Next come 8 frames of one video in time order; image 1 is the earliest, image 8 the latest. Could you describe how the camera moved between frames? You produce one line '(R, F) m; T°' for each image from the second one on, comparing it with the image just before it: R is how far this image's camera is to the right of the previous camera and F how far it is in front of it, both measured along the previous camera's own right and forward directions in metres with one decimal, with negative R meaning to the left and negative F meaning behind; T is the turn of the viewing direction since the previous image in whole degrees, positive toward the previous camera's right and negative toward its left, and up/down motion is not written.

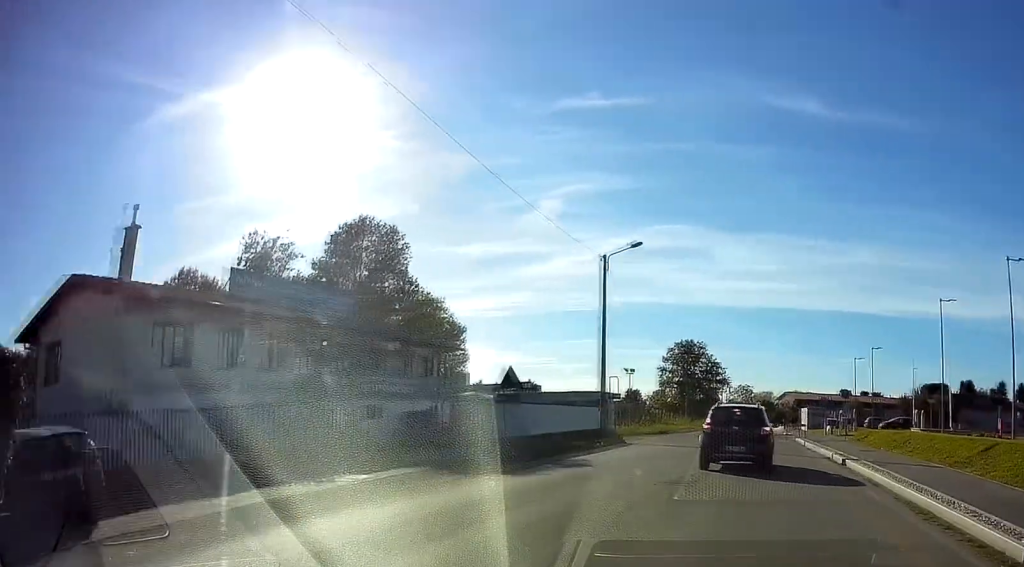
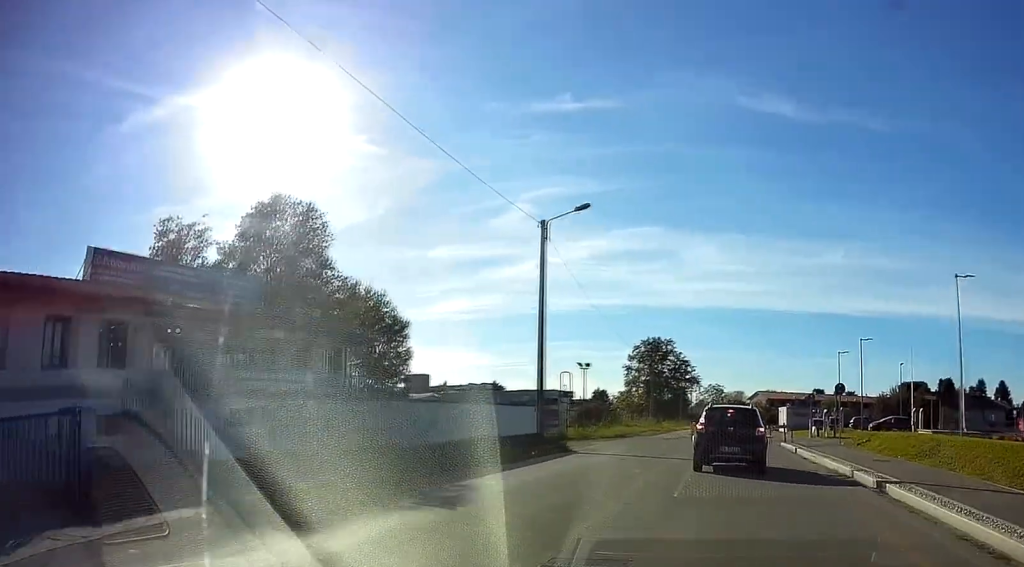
(+0.7, +7.8) m; +5°
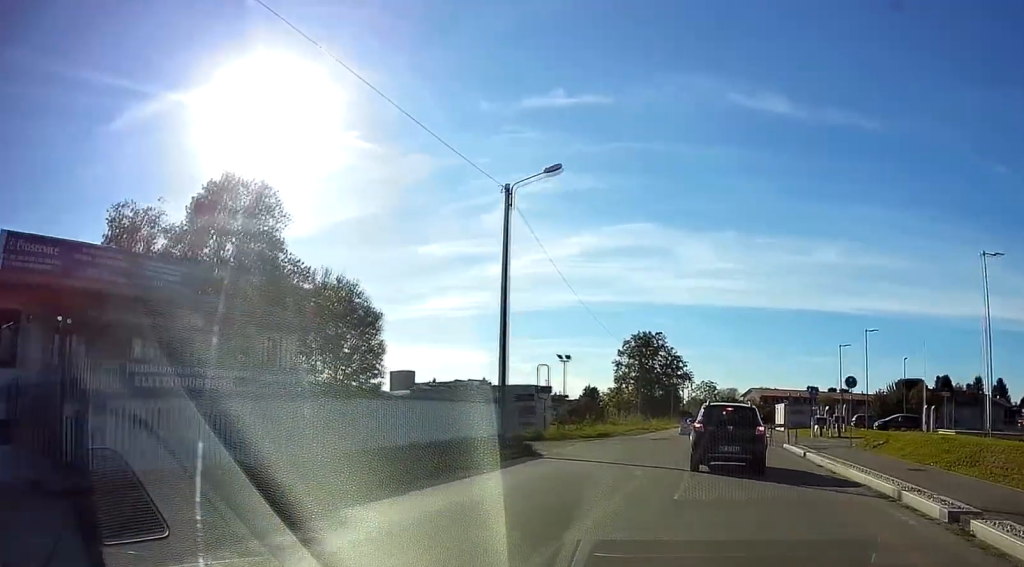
(0.0, +4.8) m; -1°
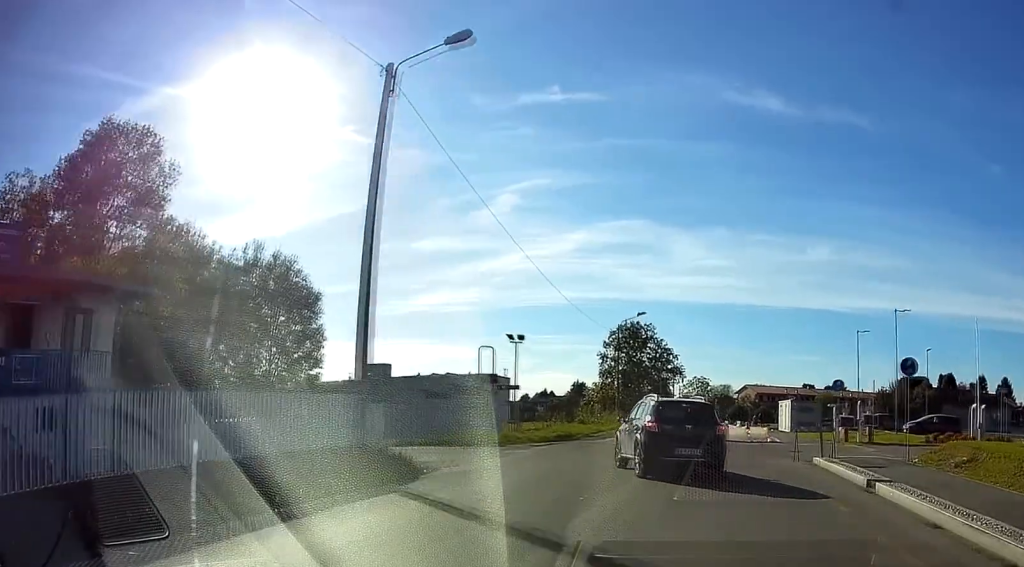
(-0.2, +10.4) m; -1°
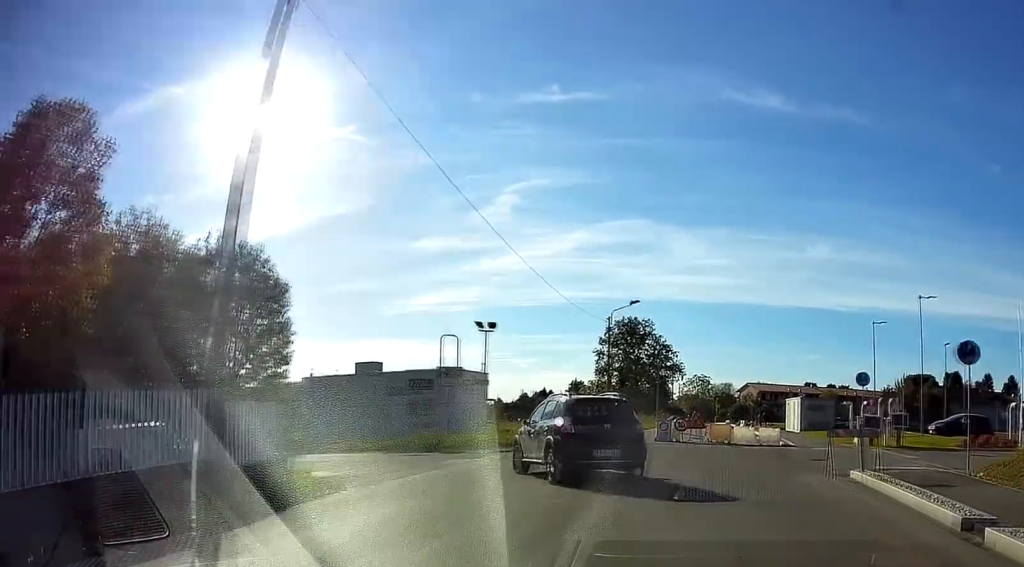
(-0.3, +5.2) m; 0°
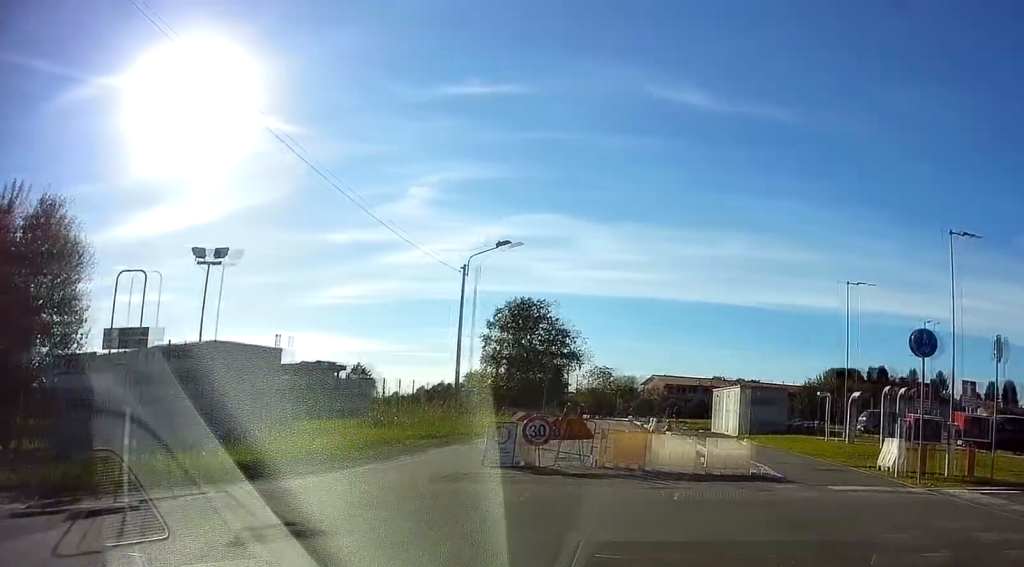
(+1.8, +14.7) m; +31°
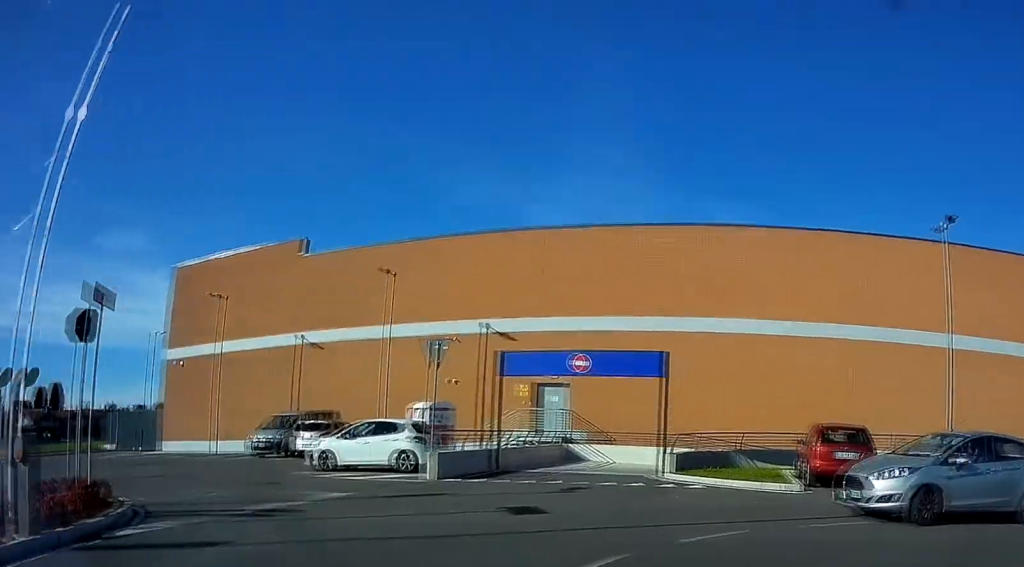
(+7.3, +8.6) m; +64°
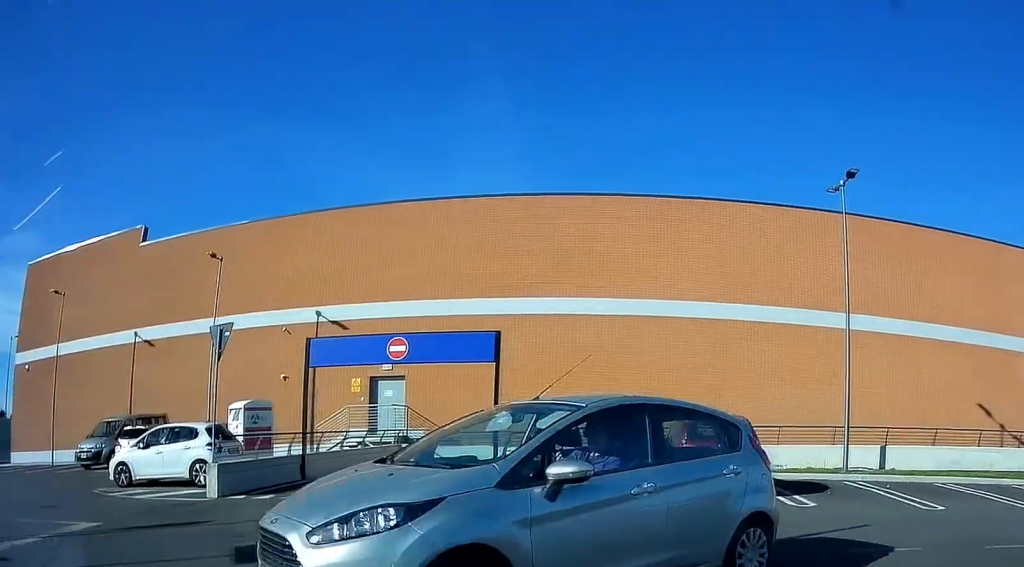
(+0.3, +3.1) m; +12°
